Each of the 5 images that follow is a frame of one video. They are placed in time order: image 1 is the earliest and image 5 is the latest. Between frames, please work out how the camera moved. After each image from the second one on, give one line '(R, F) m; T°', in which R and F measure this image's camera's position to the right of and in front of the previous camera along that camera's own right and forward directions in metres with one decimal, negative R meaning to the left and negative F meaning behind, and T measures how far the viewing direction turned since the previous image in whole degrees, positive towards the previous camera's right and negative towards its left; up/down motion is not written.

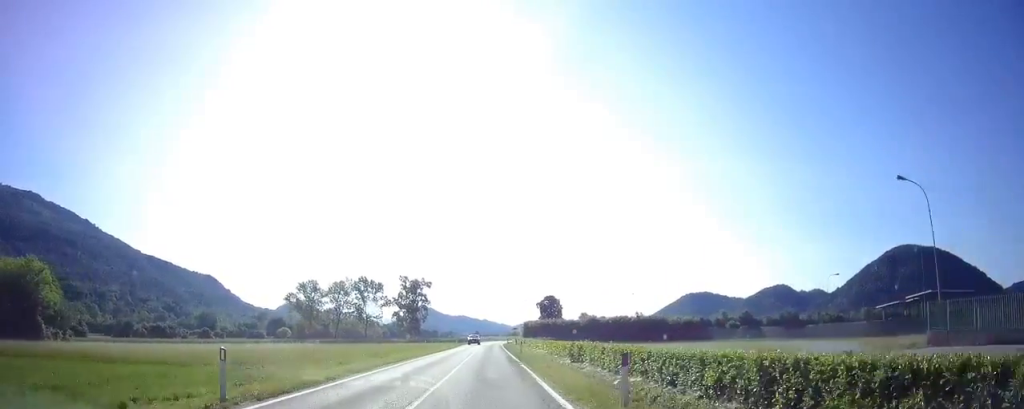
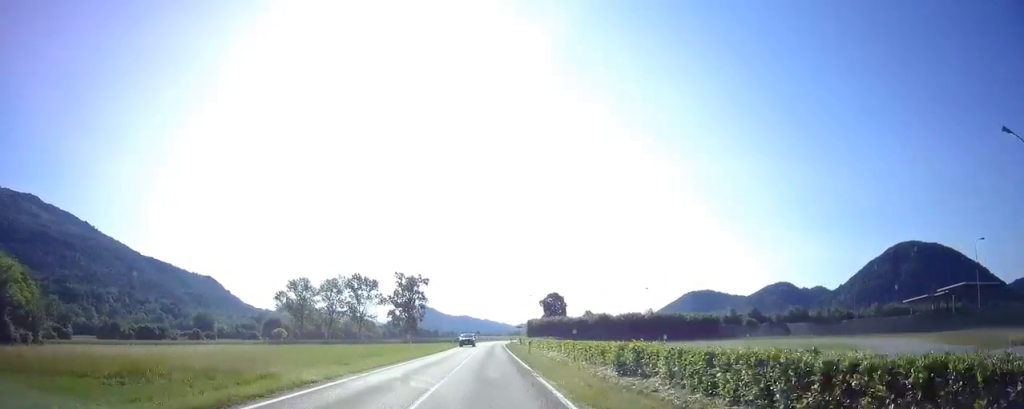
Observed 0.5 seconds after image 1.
(0.0, +8.0) m; 0°
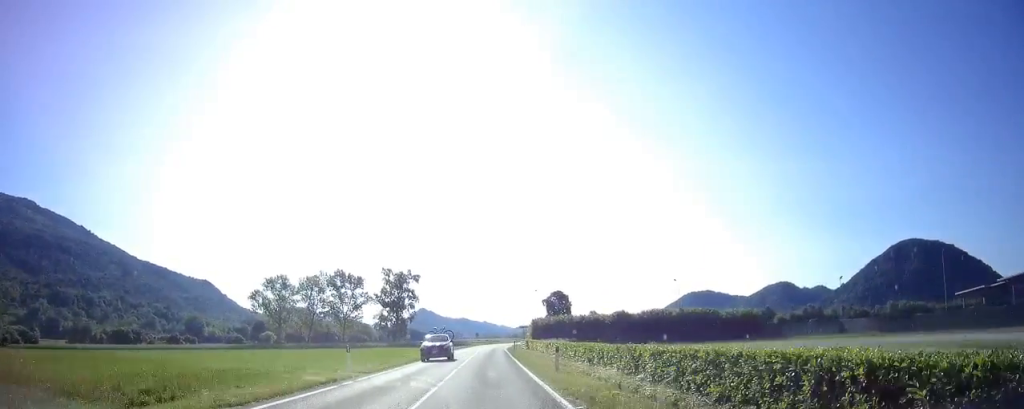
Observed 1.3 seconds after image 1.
(0.0, +14.8) m; 0°
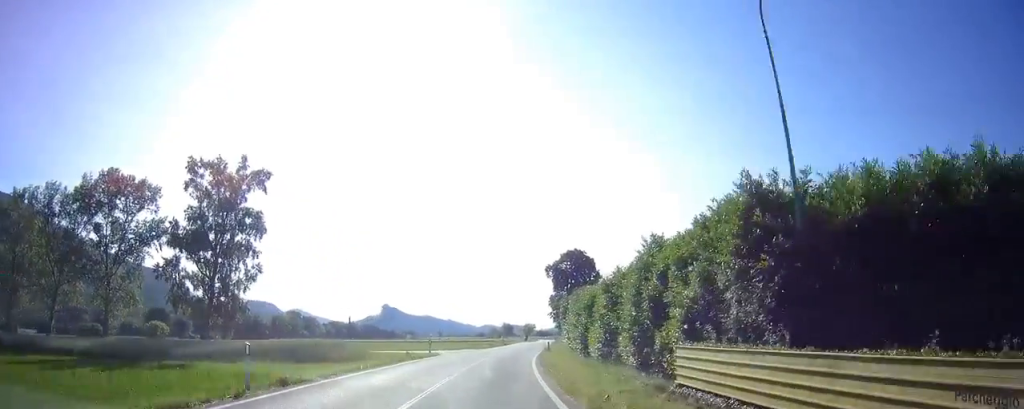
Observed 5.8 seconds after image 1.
(+3.1, +75.8) m; +7°
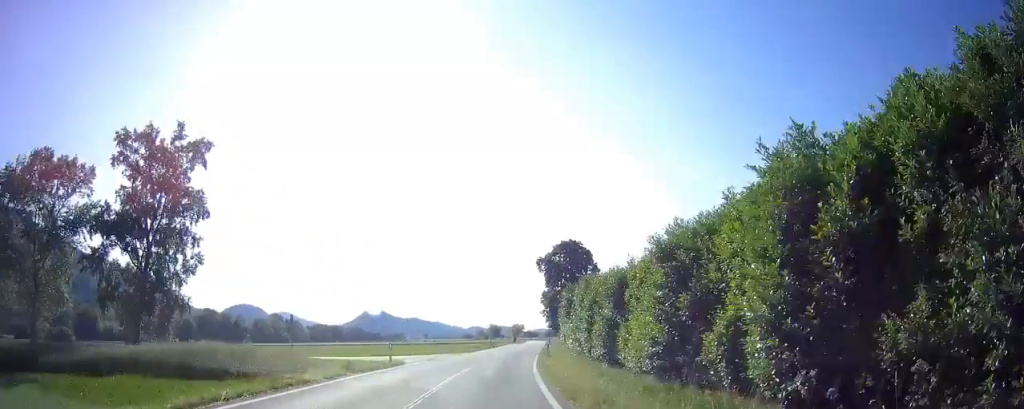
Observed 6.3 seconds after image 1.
(0.0, +9.0) m; 0°
